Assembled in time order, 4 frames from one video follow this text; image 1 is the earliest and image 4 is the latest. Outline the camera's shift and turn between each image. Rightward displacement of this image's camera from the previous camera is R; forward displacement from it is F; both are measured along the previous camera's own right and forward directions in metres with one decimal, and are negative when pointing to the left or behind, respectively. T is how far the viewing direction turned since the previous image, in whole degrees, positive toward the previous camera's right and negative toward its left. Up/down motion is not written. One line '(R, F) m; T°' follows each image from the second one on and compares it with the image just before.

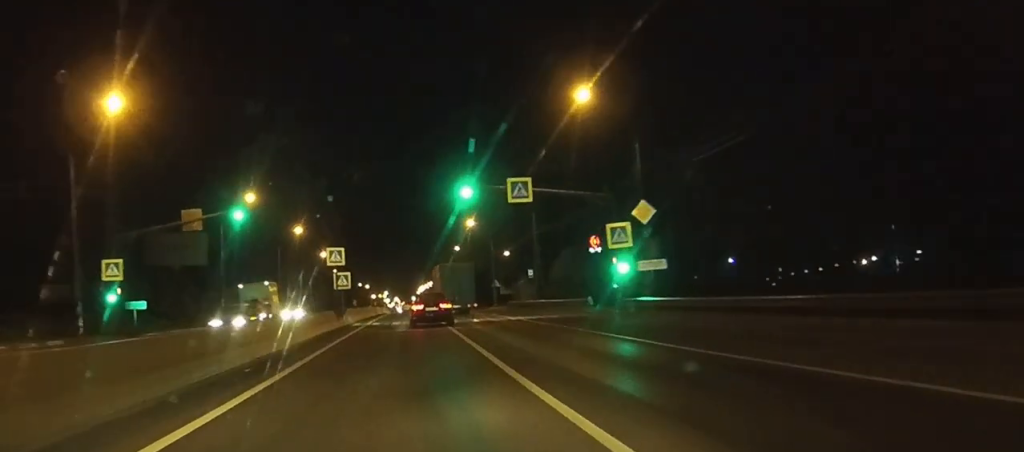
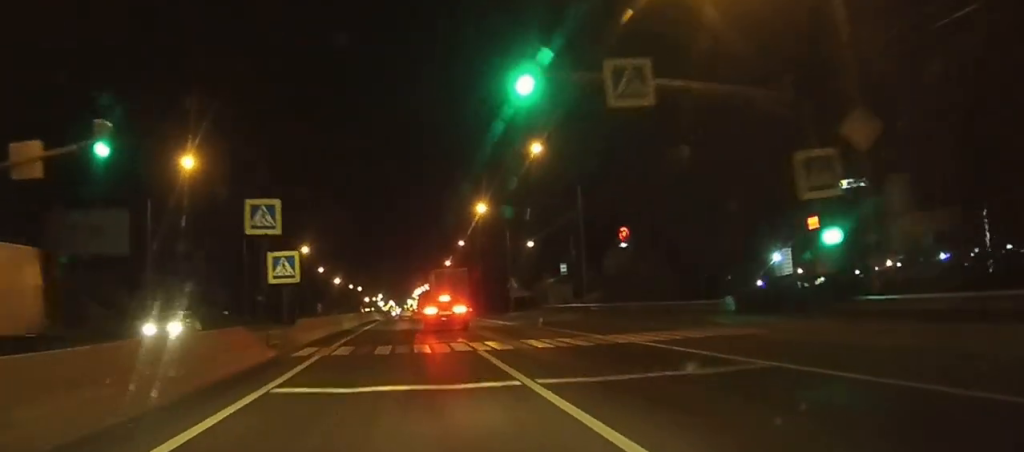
(+0.1, +21.9) m; +1°
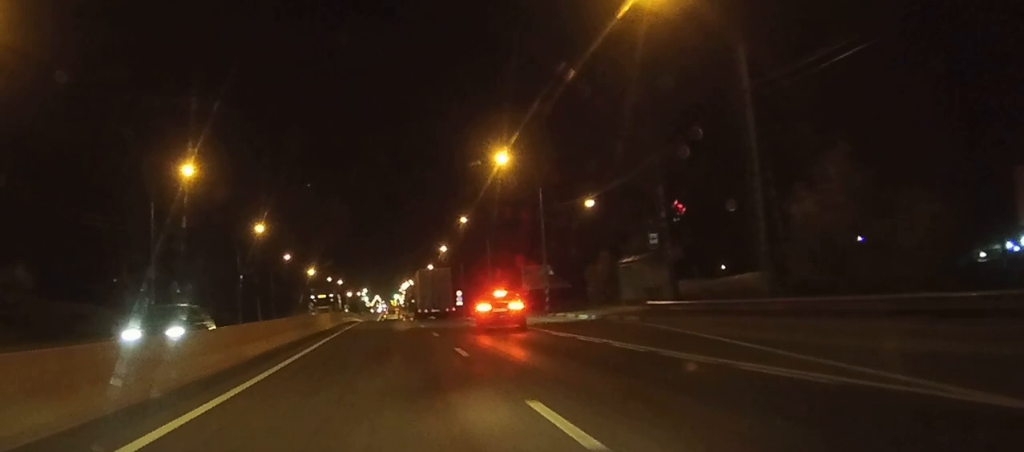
(+0.2, +30.0) m; +1°
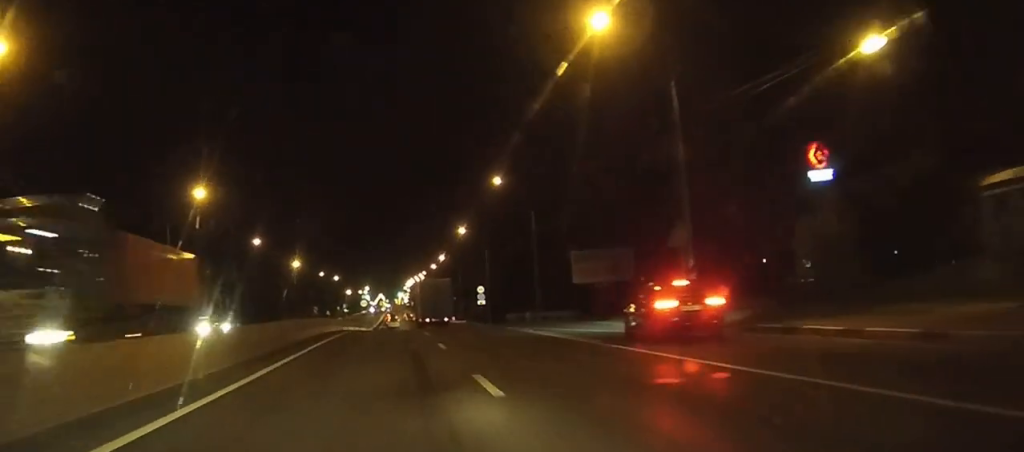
(-0.1, +31.5) m; -1°
